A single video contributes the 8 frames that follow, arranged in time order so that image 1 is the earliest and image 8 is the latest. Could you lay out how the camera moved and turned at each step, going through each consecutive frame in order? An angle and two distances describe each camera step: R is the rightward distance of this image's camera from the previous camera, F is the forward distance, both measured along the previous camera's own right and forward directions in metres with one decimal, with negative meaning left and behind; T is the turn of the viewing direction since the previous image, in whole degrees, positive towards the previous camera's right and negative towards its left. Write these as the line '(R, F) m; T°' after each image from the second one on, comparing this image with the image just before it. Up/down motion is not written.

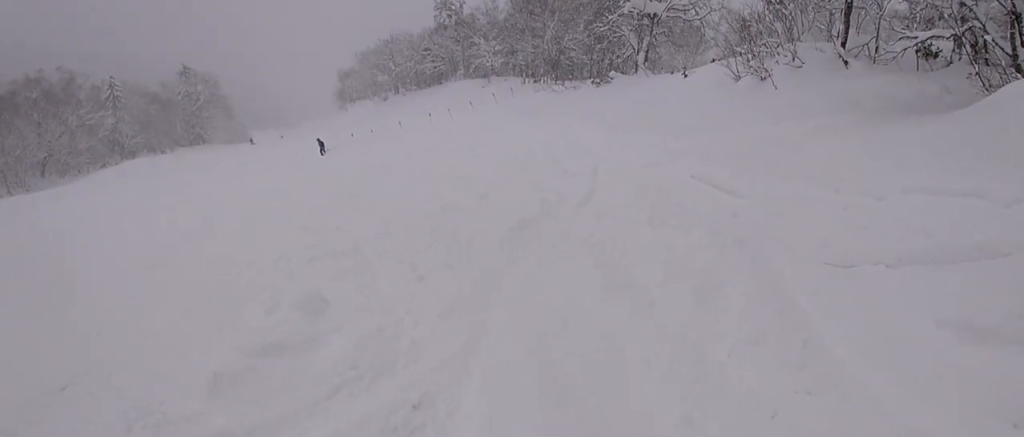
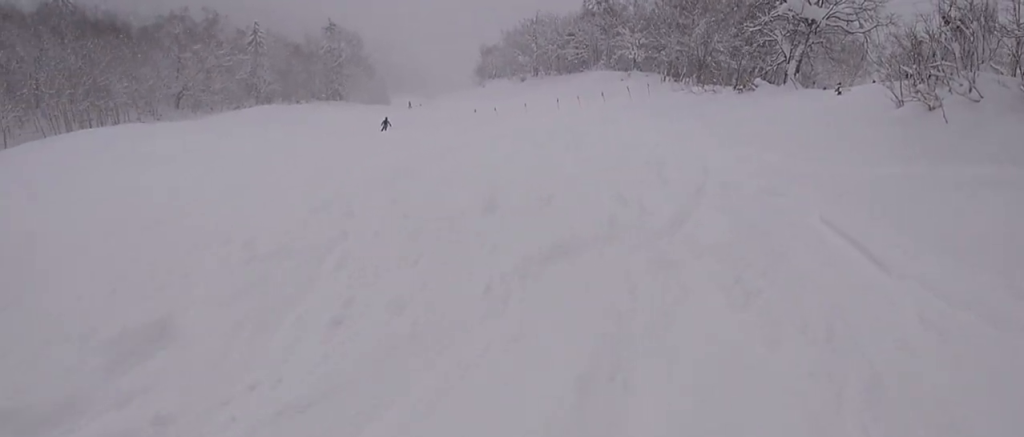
(-1.2, +2.6) m; -18°
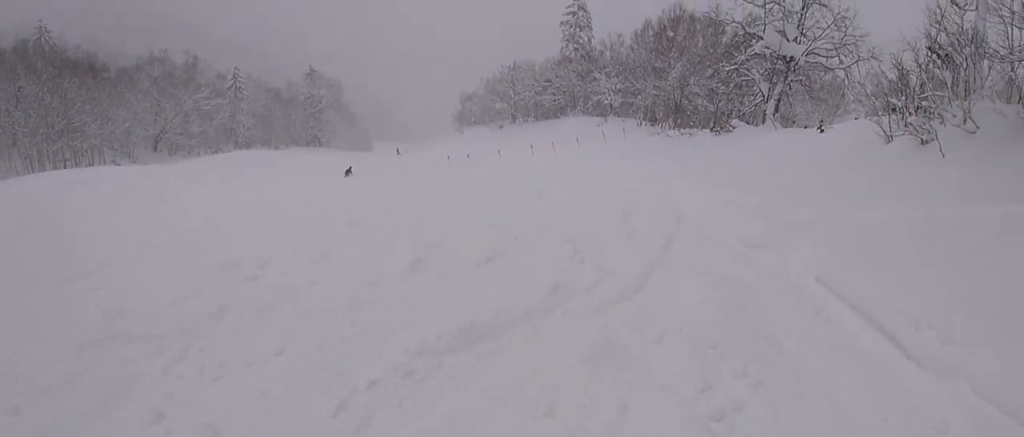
(-0.3, +1.7) m; +1°
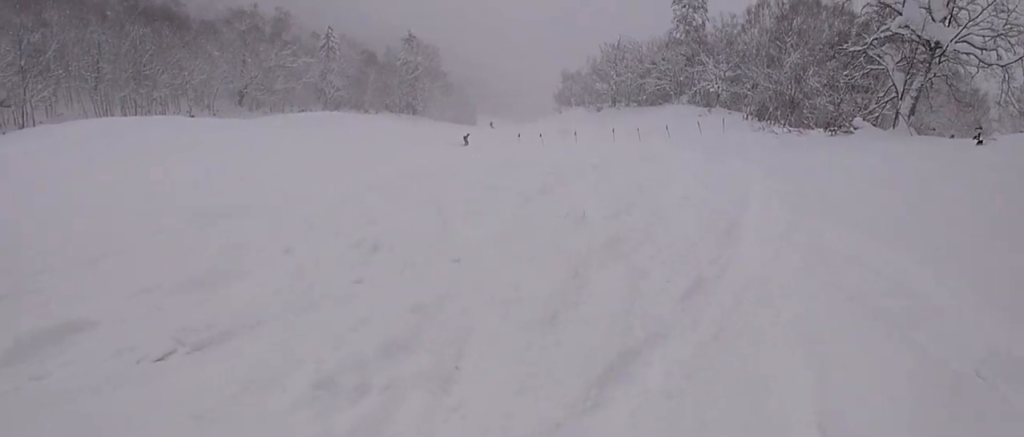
(+1.6, +6.9) m; -6°
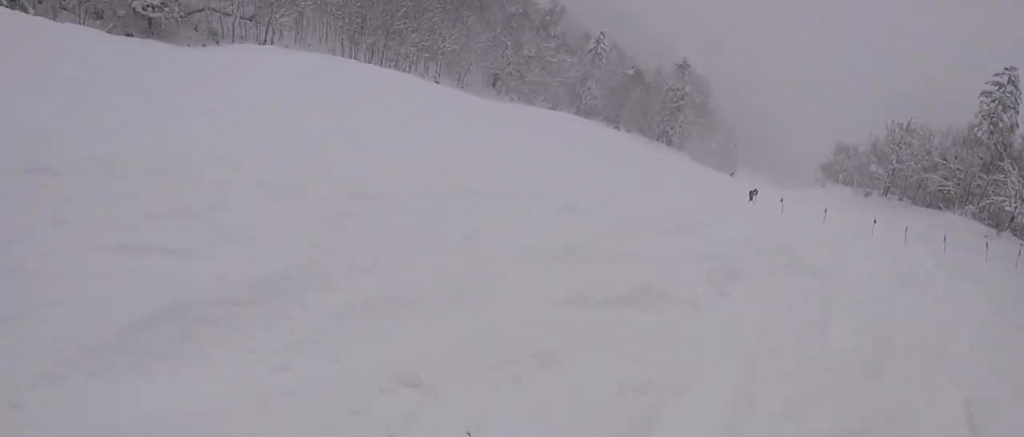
(-2.3, +7.4) m; -36°
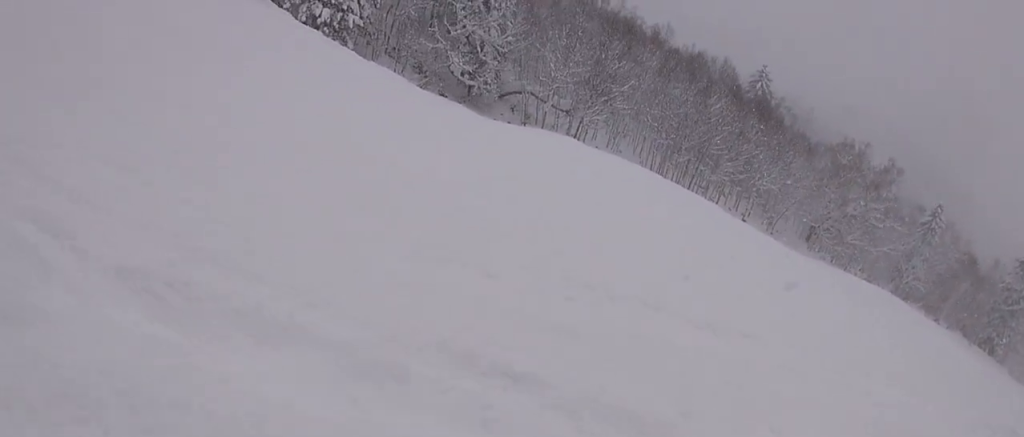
(-1.8, +5.2) m; -25°
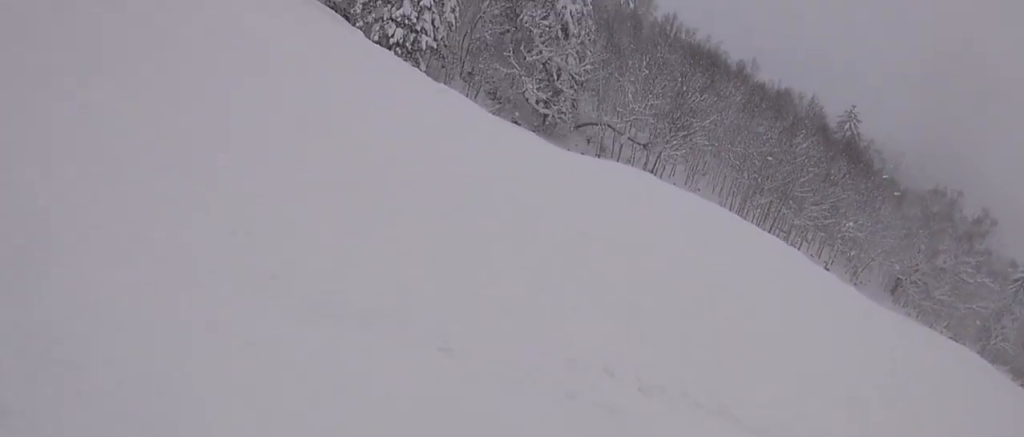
(0.0, +2.0) m; -2°
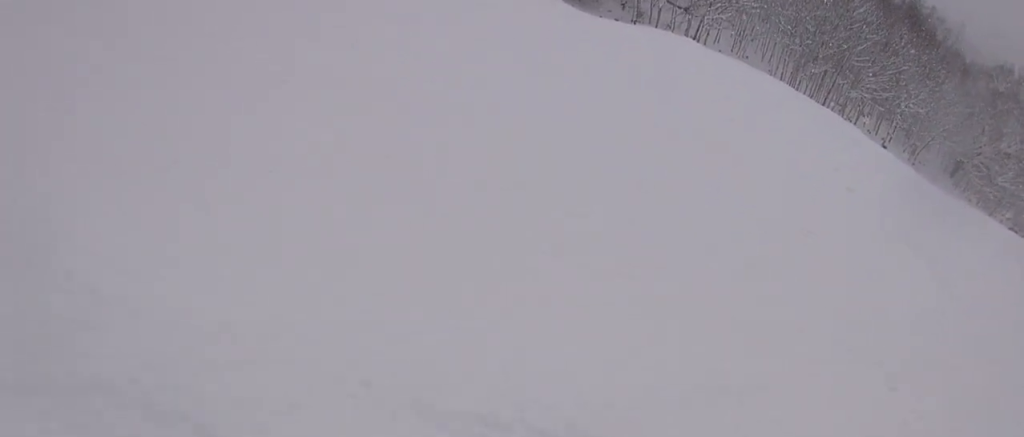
(+0.2, +2.1) m; 0°
